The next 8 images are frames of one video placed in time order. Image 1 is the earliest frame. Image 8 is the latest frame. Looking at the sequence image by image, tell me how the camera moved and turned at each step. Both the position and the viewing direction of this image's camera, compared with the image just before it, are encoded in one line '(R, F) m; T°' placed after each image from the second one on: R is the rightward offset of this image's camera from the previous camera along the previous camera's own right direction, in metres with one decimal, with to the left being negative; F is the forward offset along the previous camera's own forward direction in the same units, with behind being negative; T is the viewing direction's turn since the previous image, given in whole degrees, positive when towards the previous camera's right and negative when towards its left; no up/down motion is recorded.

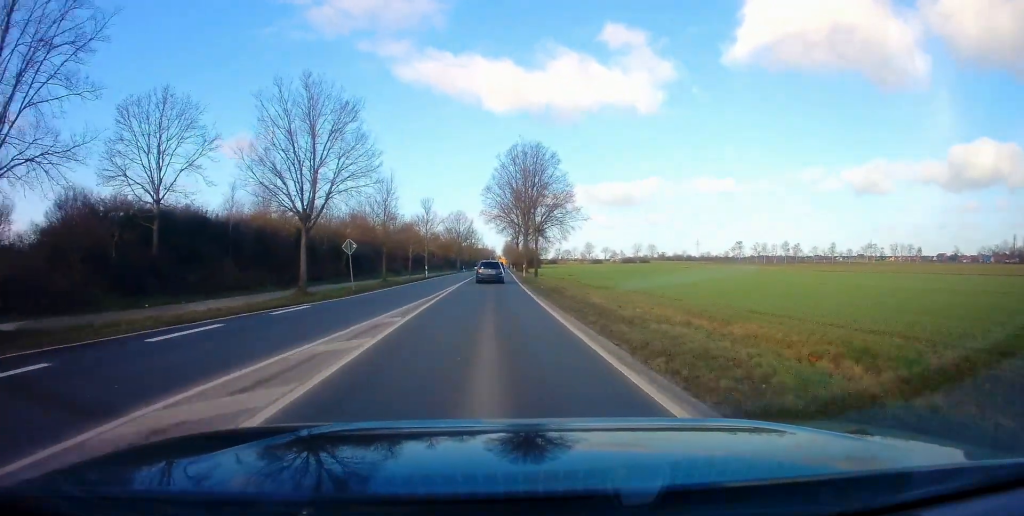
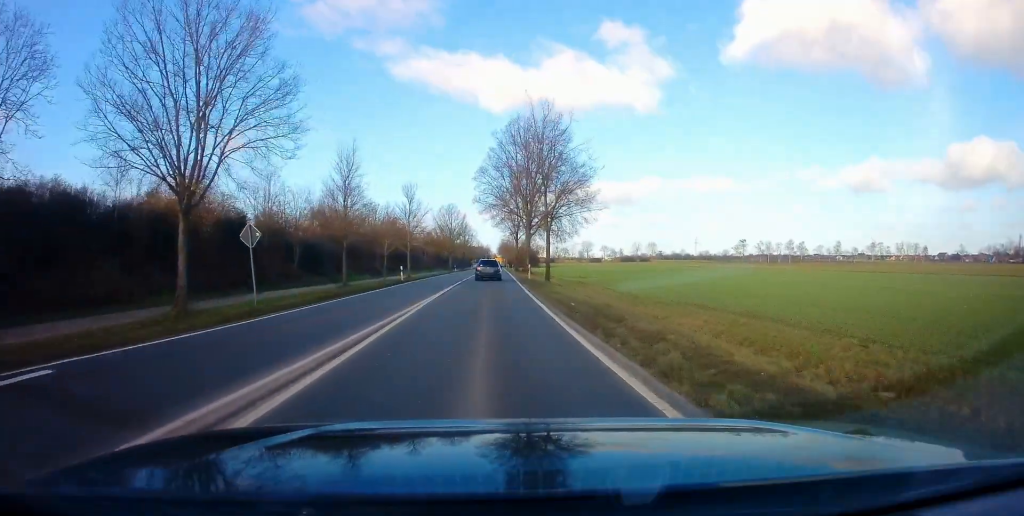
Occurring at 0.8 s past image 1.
(+0.1, +12.2) m; 0°
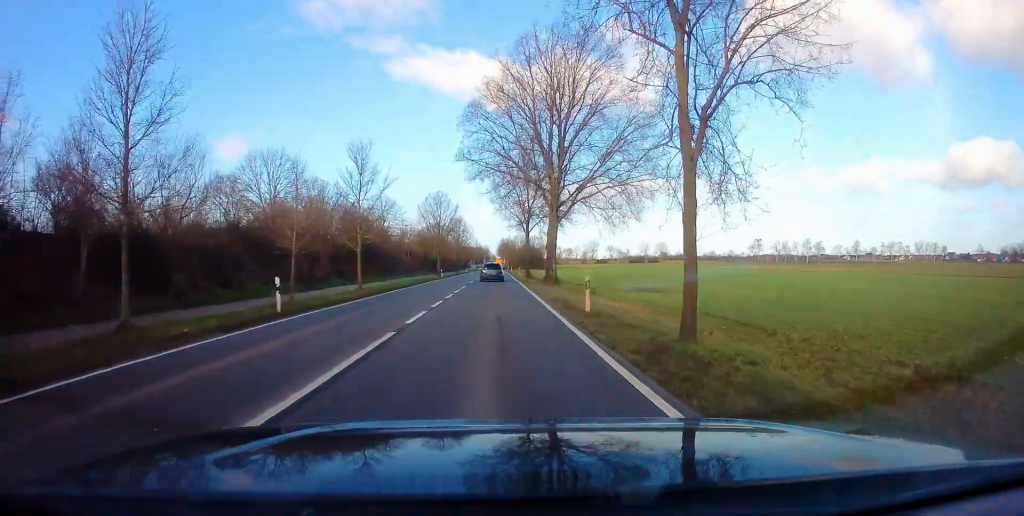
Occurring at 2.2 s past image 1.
(0.0, +23.5) m; 0°
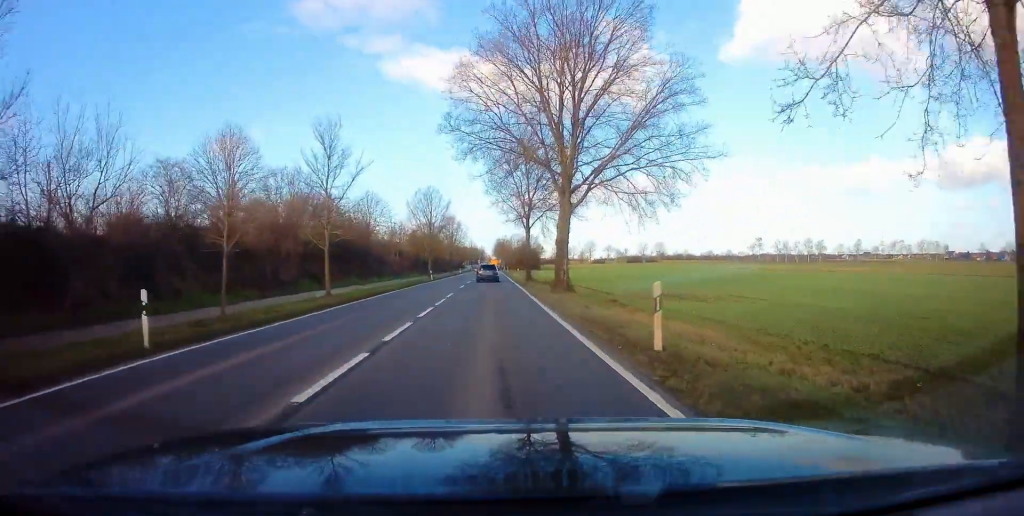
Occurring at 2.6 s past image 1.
(0.0, +6.9) m; 0°
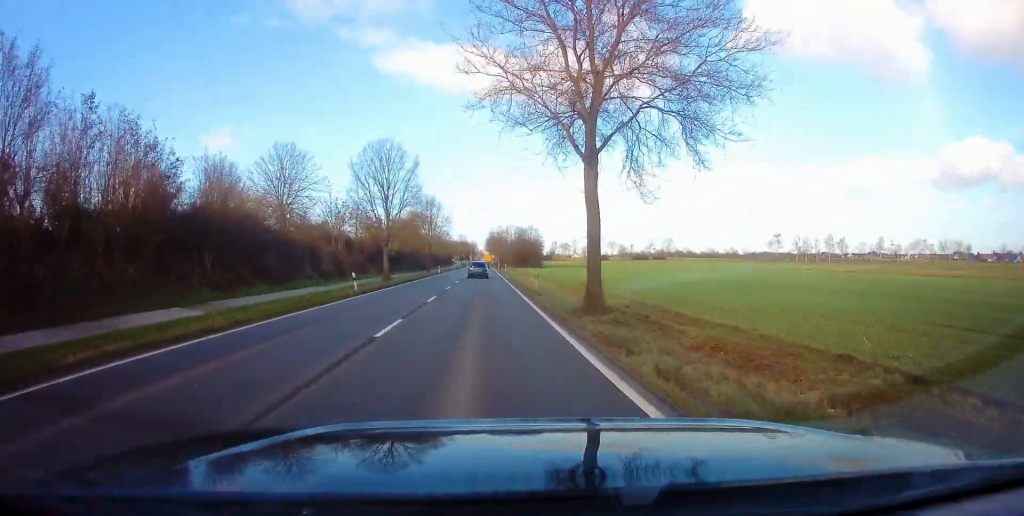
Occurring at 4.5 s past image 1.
(+0.3, +31.4) m; +1°
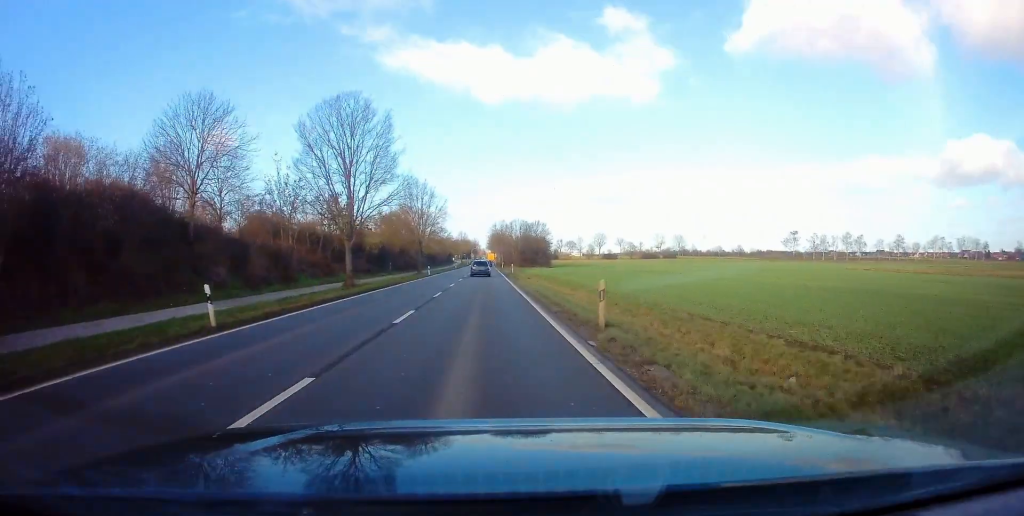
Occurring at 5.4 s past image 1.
(0.0, +15.7) m; 0°
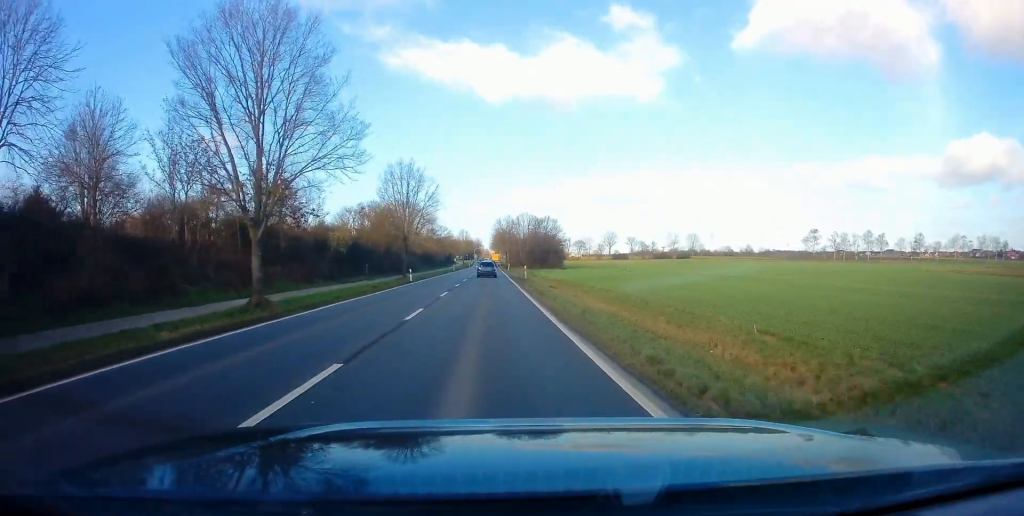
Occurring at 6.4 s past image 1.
(0.0, +16.8) m; 0°
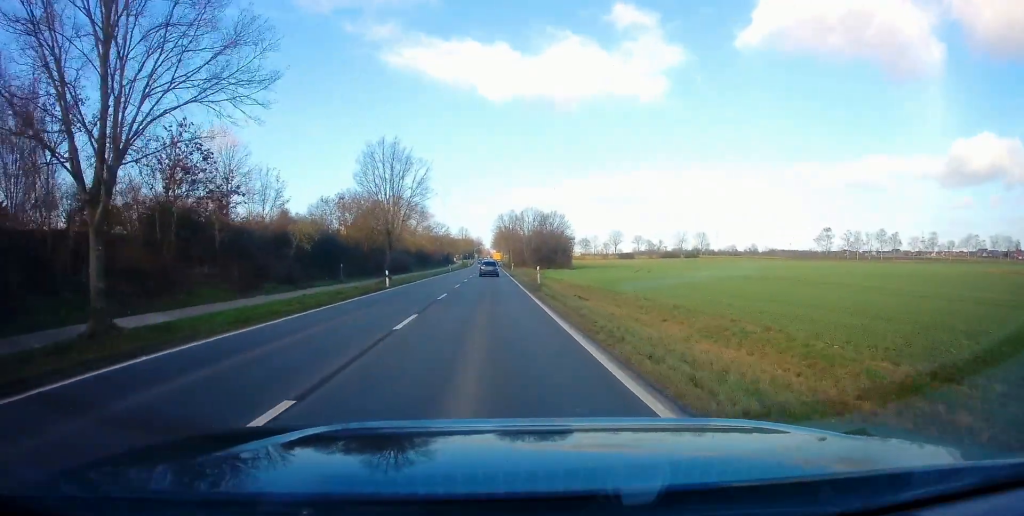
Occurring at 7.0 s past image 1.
(0.0, +11.0) m; 0°
